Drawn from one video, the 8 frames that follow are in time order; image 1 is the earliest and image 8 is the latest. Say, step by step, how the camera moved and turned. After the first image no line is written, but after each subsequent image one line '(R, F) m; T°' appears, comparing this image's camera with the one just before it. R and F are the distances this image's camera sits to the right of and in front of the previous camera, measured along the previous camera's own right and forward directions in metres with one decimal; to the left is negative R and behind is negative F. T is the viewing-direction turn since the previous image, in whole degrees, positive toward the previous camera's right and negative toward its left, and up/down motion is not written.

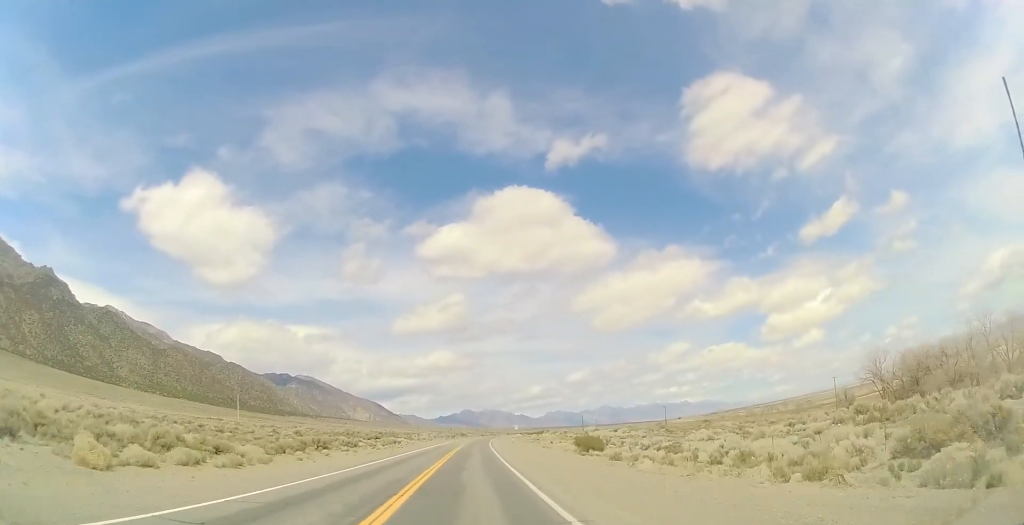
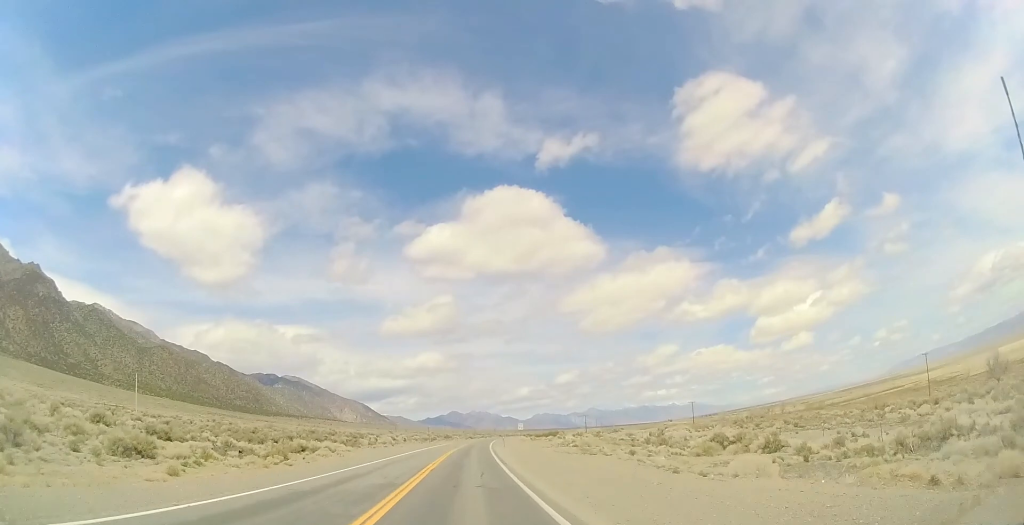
(+0.6, +41.5) m; +2°
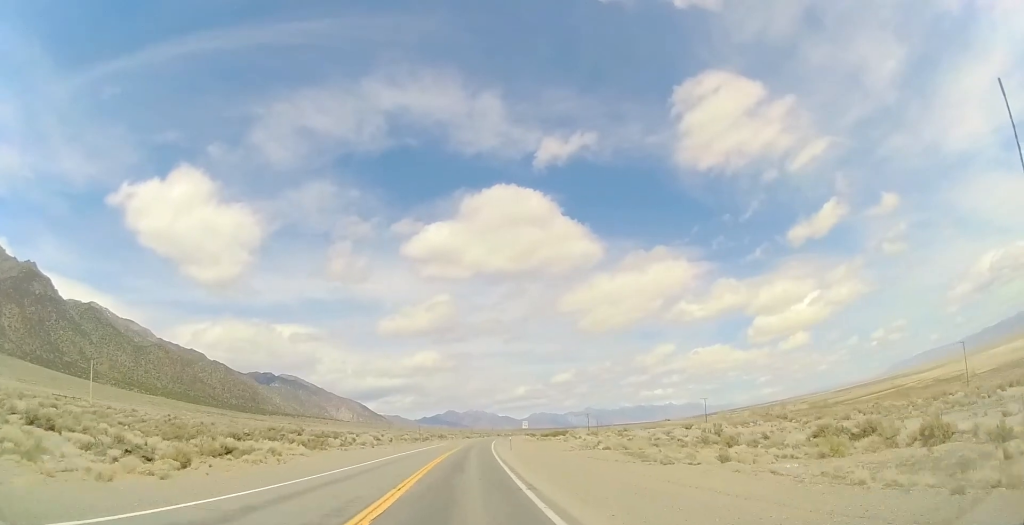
(+0.1, +13.2) m; +1°
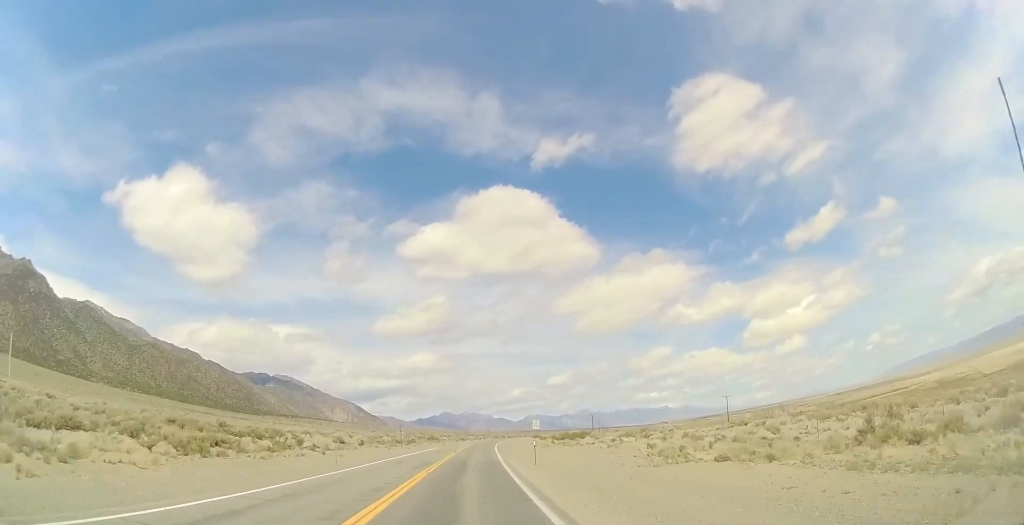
(+0.1, +19.4) m; +1°
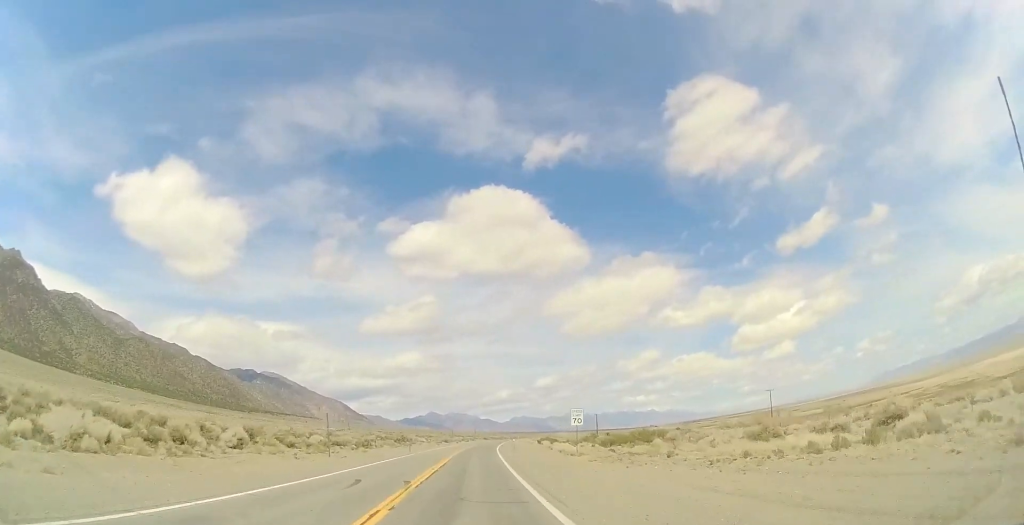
(+0.1, +31.9) m; +1°
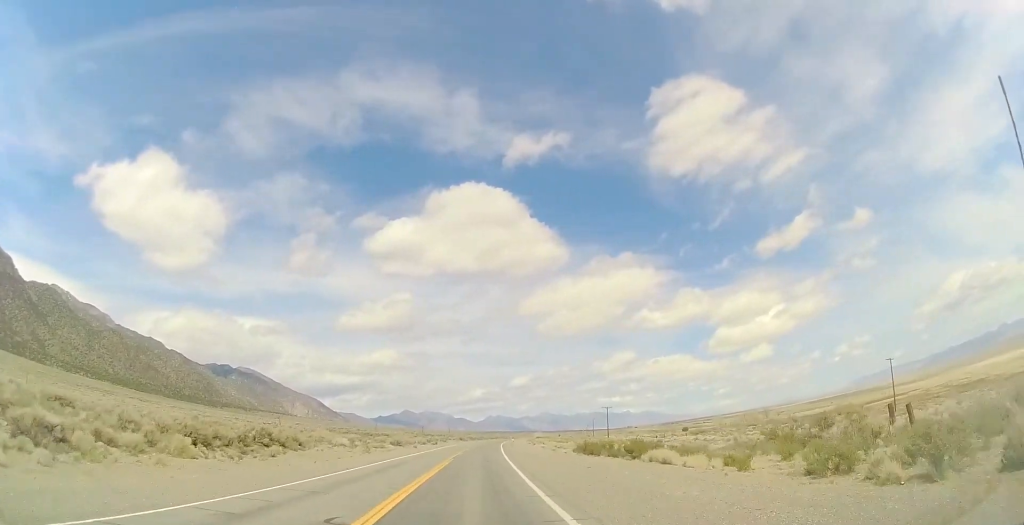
(+1.5, +52.3) m; +3°
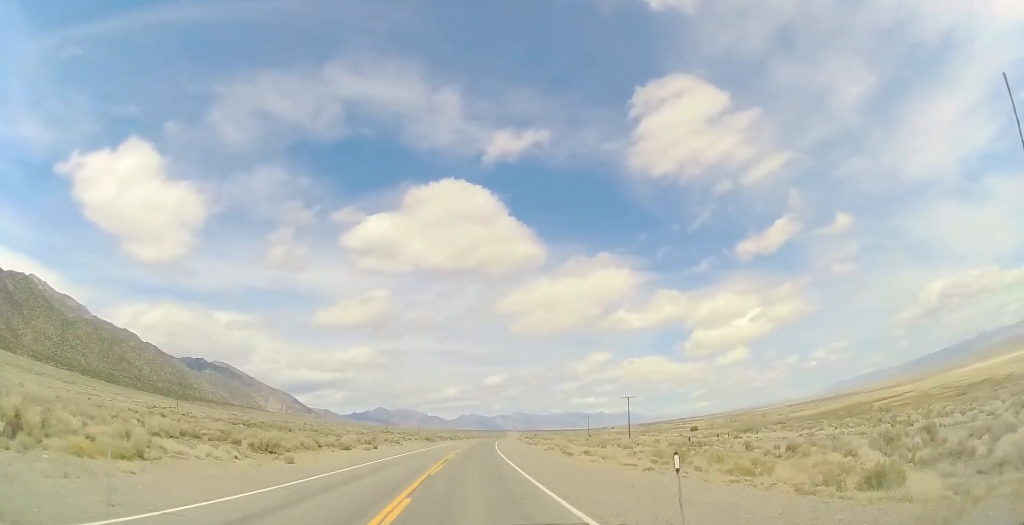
(+0.3, +45.5) m; +3°
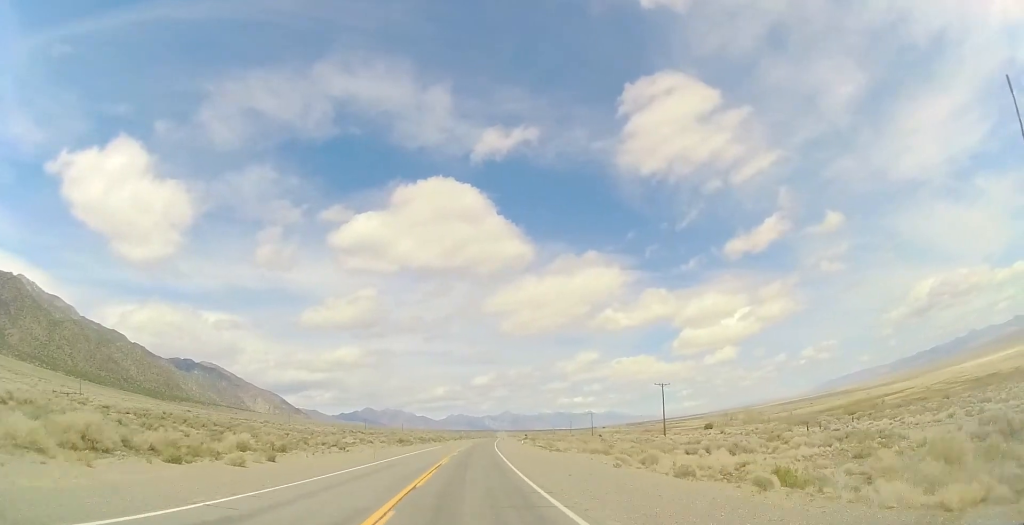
(+1.1, +28.8) m; +2°
